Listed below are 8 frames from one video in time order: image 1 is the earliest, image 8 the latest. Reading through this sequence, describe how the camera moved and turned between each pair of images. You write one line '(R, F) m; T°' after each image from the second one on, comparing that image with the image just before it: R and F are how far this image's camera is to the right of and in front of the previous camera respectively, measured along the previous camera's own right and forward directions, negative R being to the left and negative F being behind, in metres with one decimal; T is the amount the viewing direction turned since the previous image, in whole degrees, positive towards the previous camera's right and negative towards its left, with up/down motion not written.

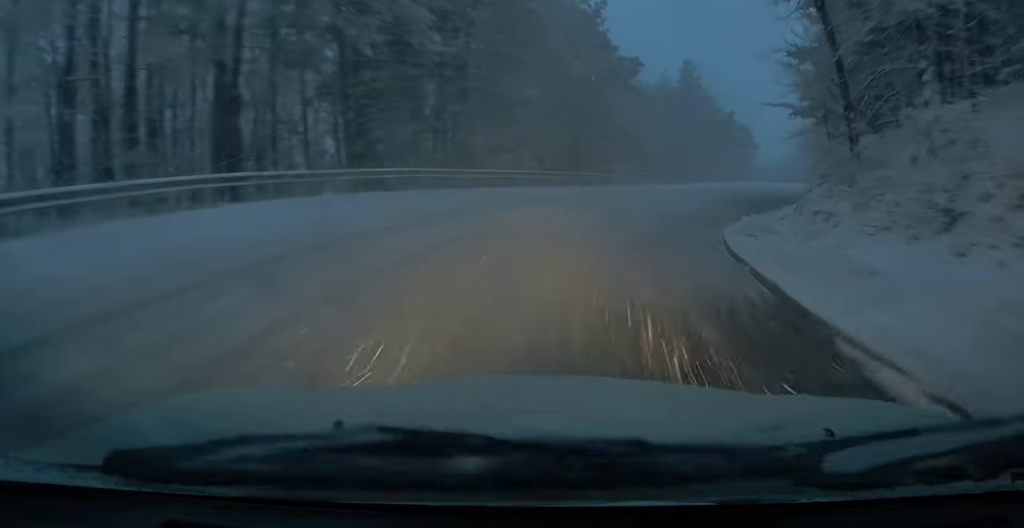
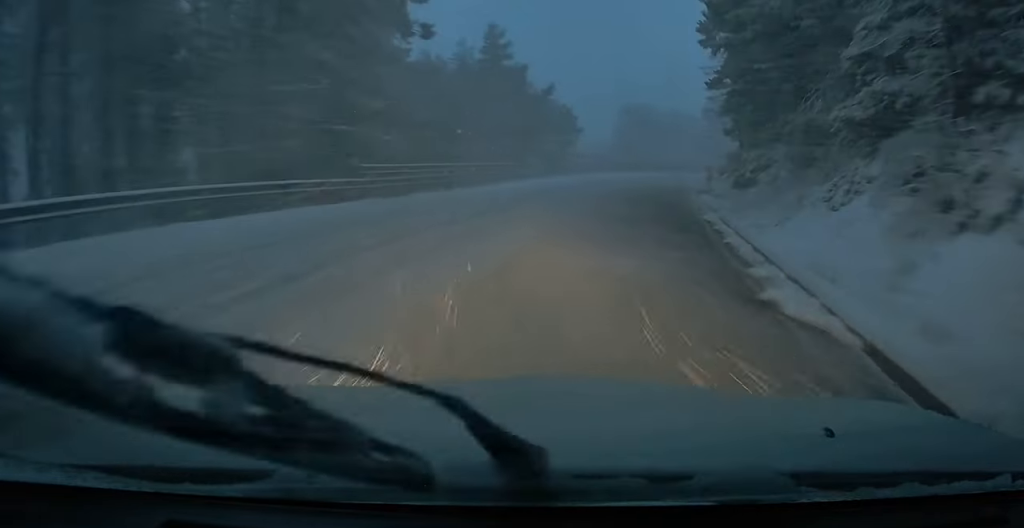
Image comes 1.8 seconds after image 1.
(+0.6, +15.0) m; +6°
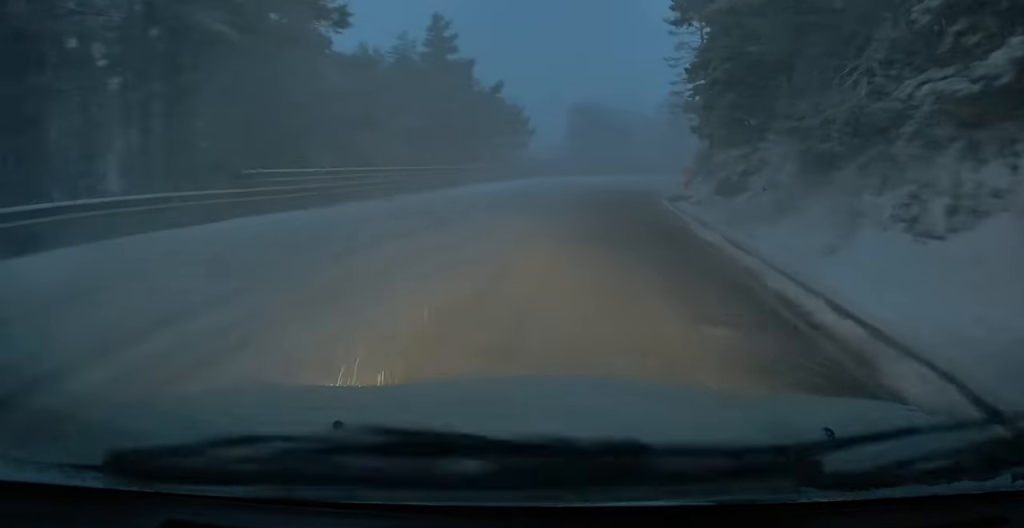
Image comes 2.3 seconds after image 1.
(0.0, +4.3) m; +3°
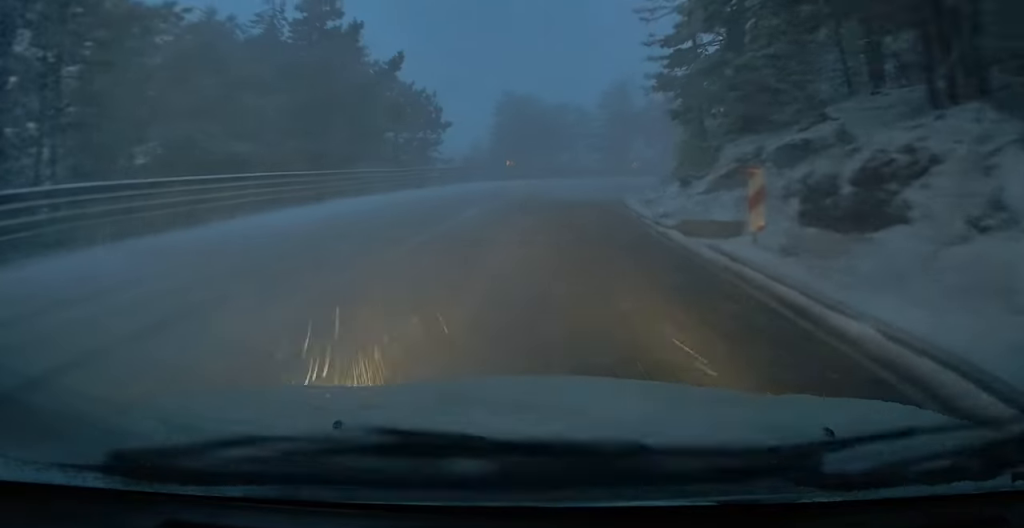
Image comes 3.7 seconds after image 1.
(+1.1, +12.1) m; +5°
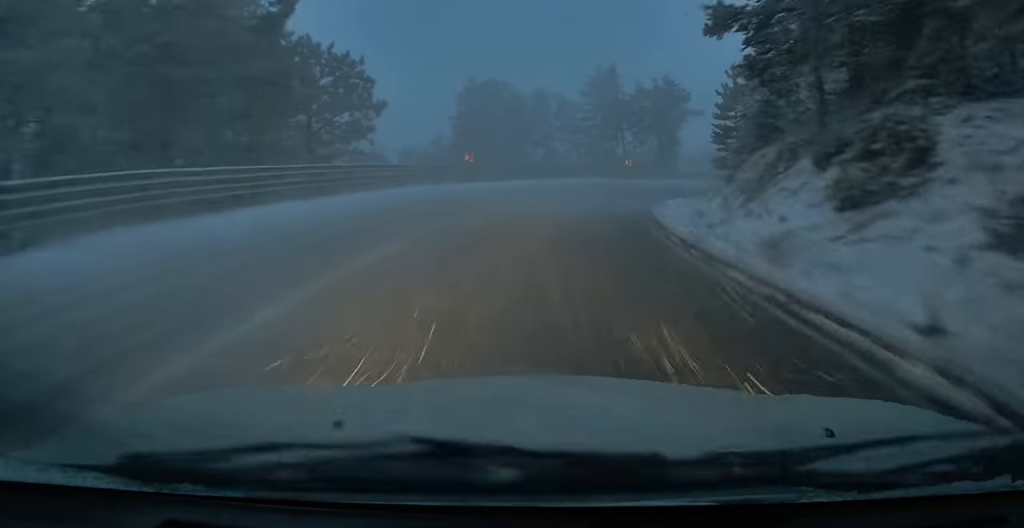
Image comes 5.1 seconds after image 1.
(-0.2, +12.8) m; +4°
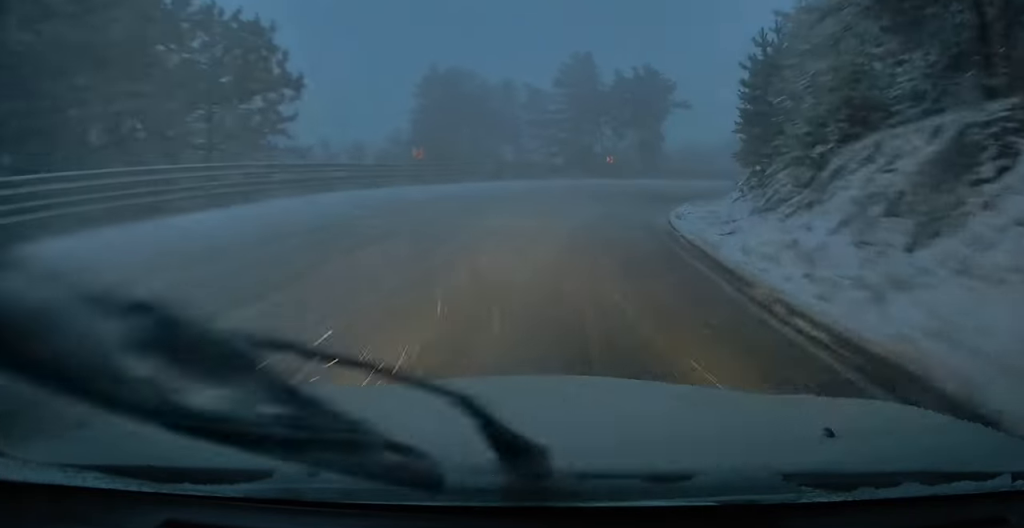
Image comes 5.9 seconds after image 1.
(+0.3, +7.1) m; +7°
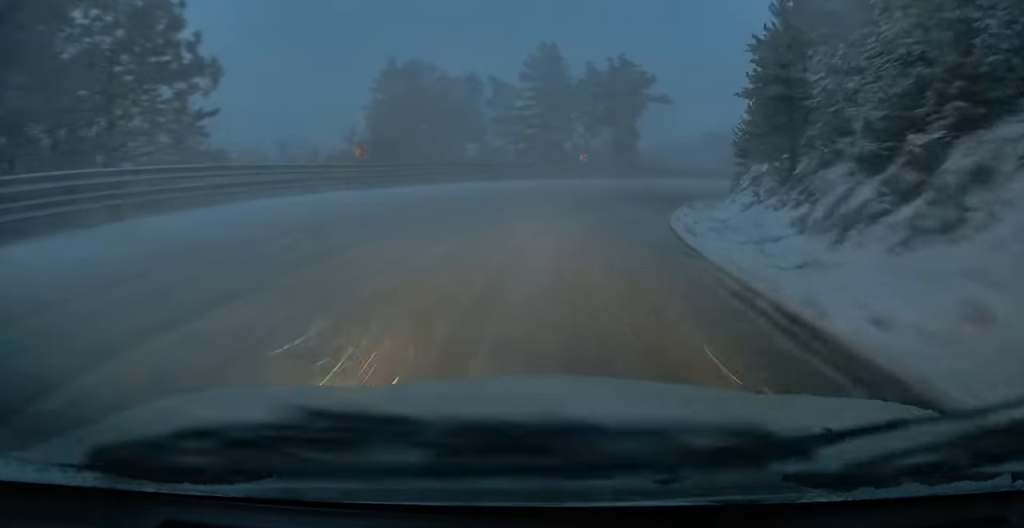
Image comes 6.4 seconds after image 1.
(+0.3, +4.4) m; +5°
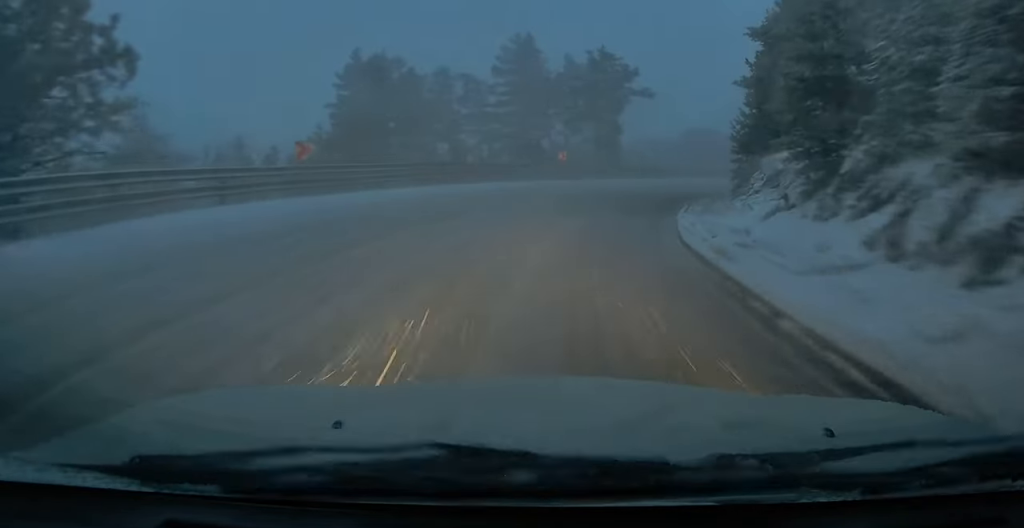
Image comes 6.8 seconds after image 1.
(+0.1, +3.5) m; +4°
